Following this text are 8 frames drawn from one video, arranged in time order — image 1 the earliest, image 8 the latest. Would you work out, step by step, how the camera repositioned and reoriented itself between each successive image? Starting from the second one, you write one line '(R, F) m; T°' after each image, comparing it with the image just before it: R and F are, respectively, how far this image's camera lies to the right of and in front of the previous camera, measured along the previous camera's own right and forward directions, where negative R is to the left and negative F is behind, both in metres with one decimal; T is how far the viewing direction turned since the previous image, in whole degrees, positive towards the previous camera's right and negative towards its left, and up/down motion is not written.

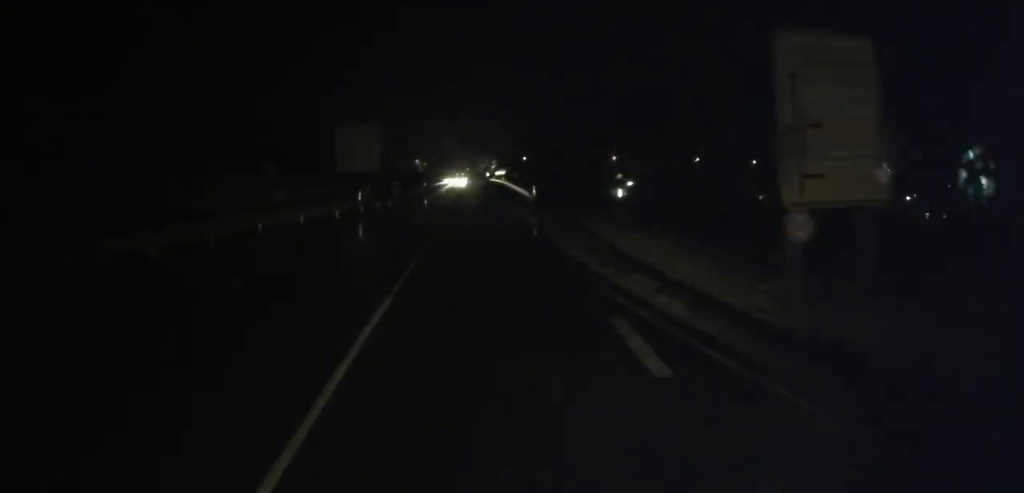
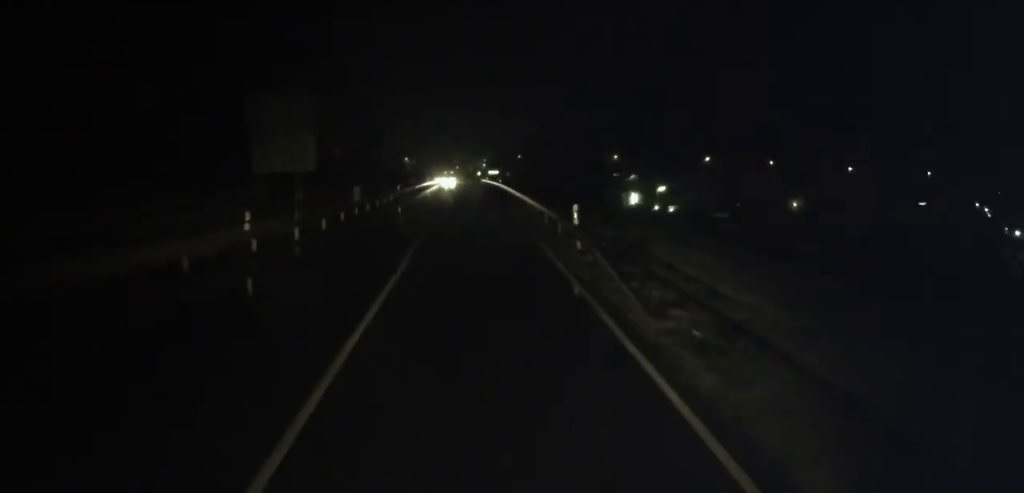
(0.0, +17.7) m; 0°
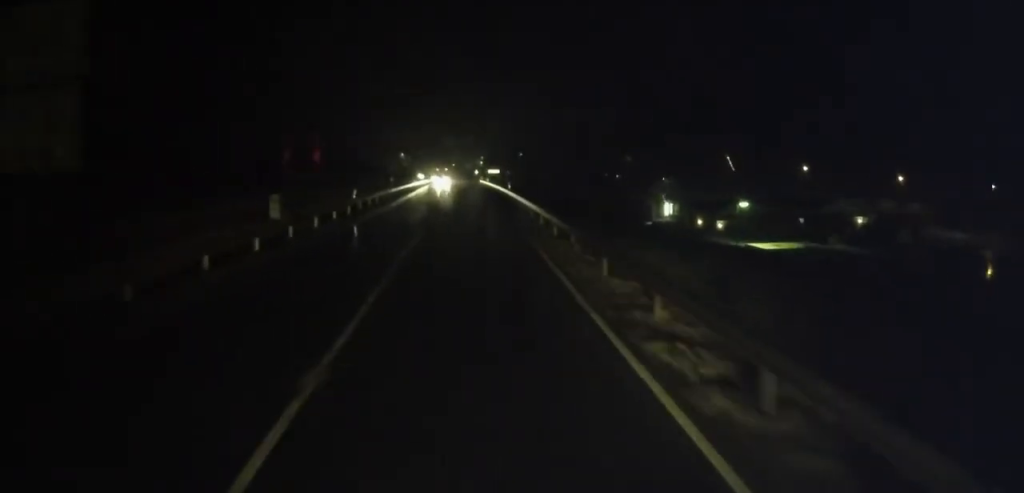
(0.0, +20.8) m; +1°
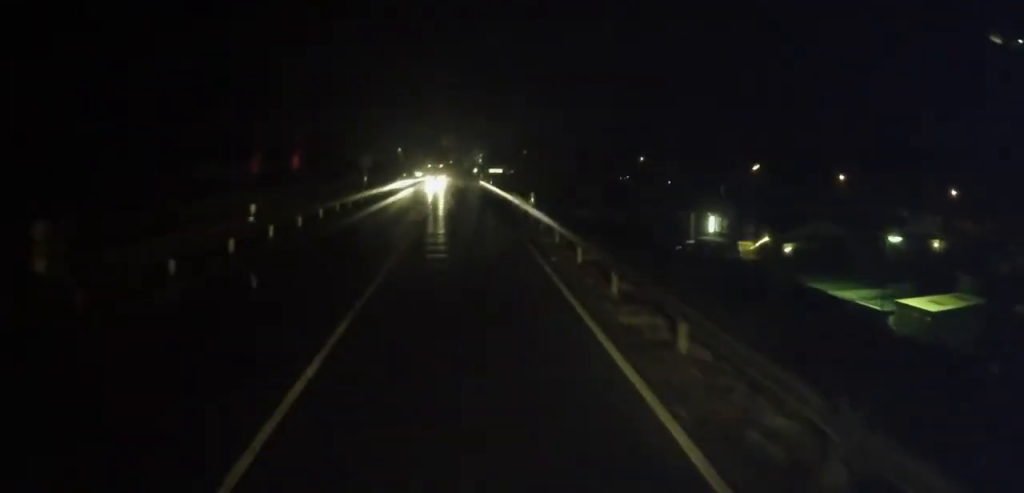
(+0.3, +17.7) m; +1°
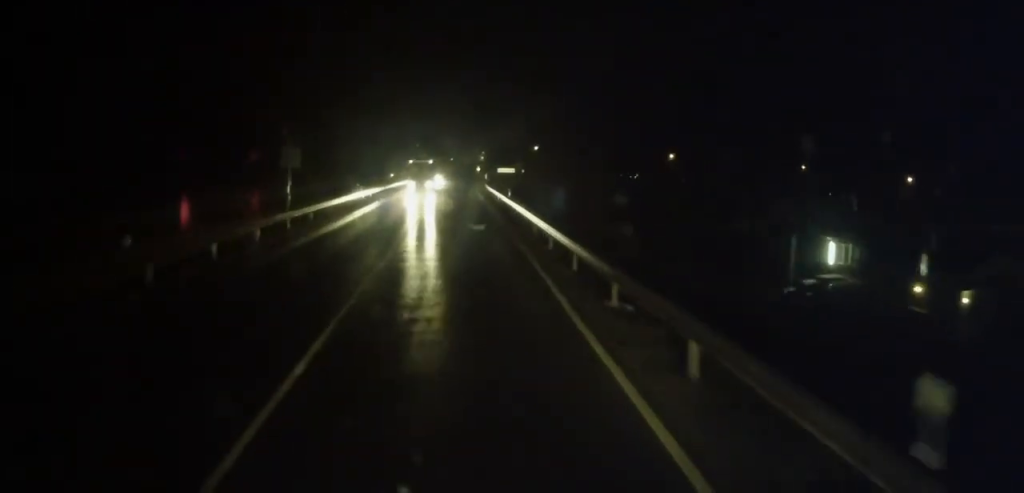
(-0.1, +24.6) m; -1°
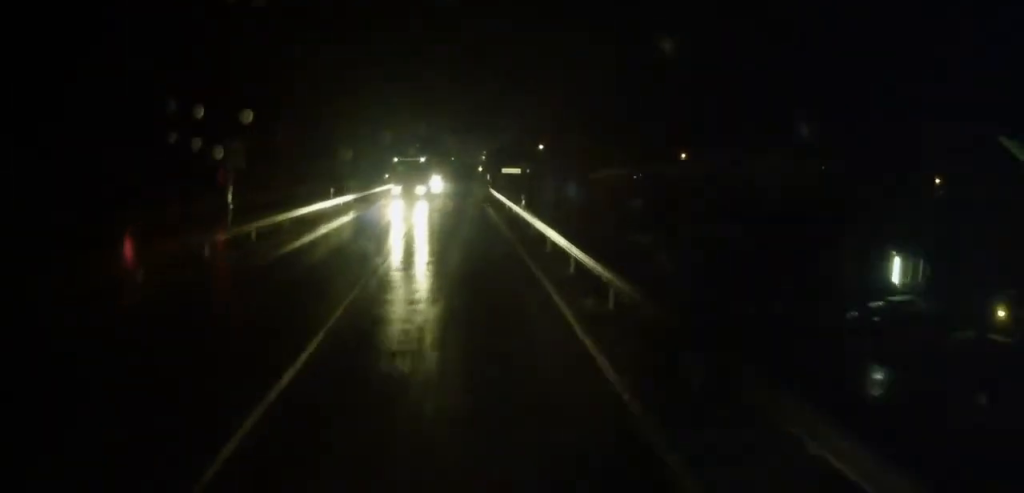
(0.0, +8.2) m; 0°
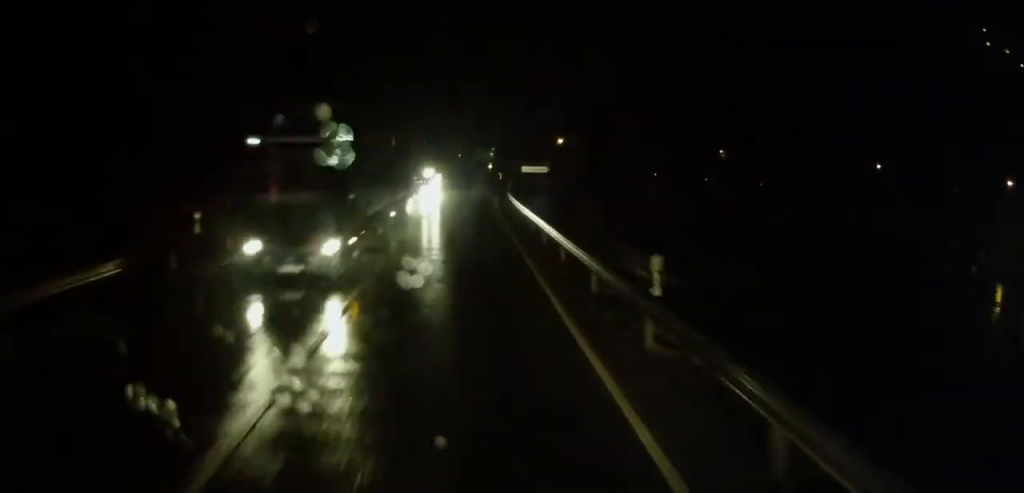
(0.0, +18.3) m; 0°
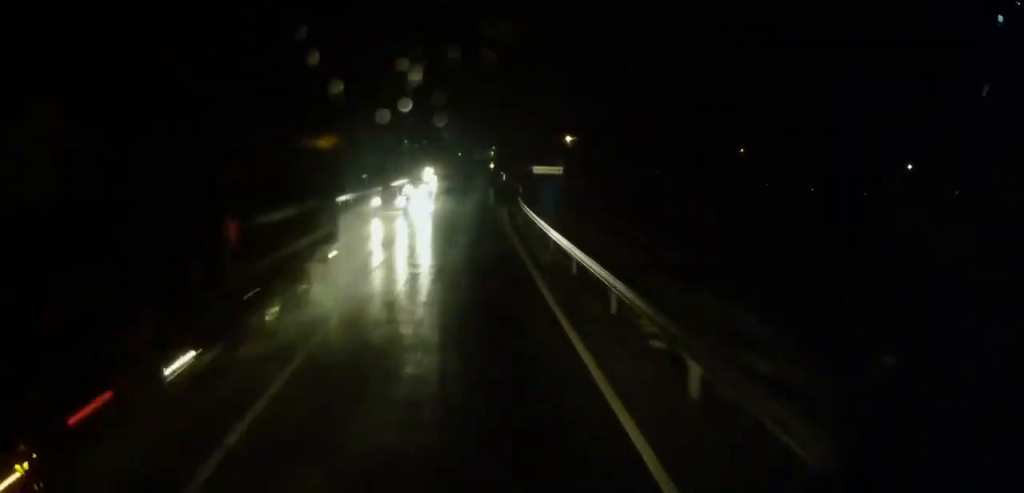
(0.0, +10.1) m; 0°
